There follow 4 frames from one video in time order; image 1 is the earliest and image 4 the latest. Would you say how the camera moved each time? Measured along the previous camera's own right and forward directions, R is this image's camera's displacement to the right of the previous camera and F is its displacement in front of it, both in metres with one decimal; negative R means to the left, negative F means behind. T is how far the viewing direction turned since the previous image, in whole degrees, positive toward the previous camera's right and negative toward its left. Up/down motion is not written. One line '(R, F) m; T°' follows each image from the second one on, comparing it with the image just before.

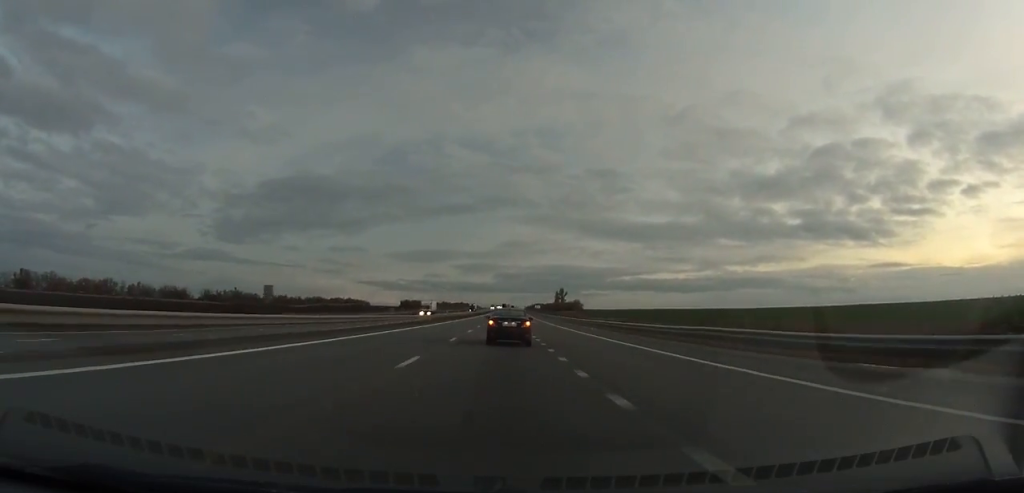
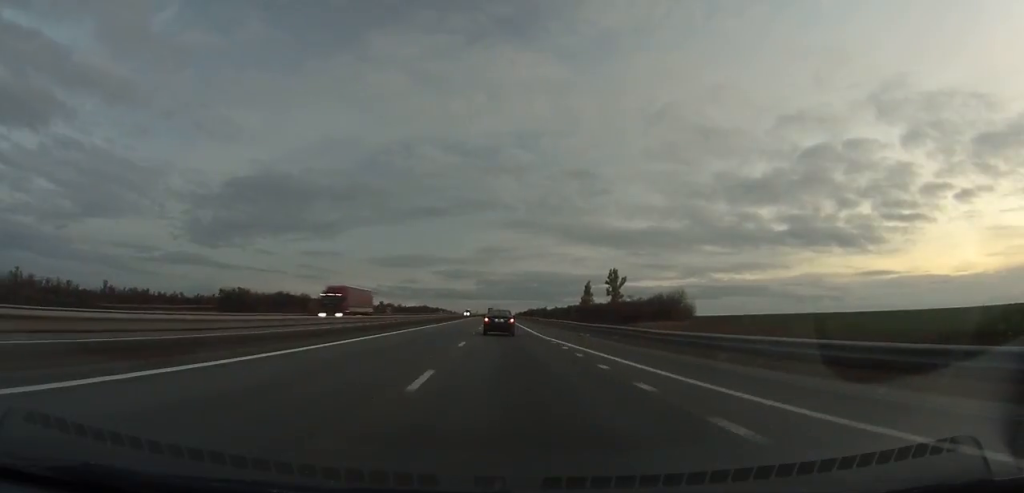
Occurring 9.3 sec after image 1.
(+3.4, +238.5) m; +2°
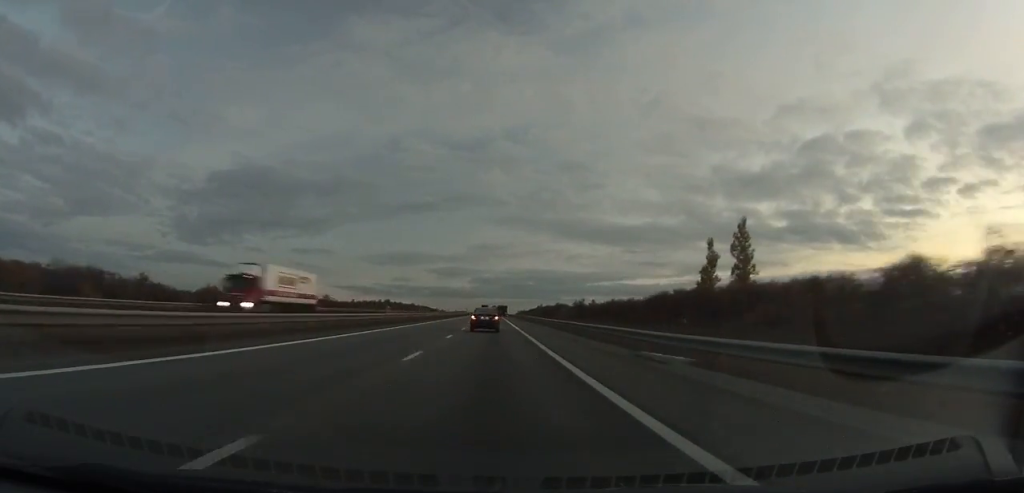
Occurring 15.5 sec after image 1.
(+1.1, +174.1) m; 0°
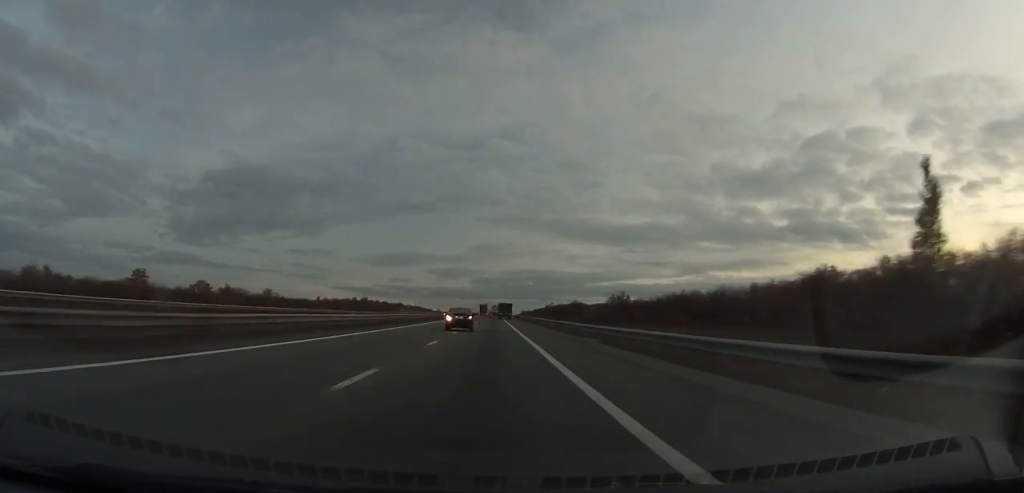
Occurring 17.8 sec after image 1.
(0.0, +65.2) m; 0°
